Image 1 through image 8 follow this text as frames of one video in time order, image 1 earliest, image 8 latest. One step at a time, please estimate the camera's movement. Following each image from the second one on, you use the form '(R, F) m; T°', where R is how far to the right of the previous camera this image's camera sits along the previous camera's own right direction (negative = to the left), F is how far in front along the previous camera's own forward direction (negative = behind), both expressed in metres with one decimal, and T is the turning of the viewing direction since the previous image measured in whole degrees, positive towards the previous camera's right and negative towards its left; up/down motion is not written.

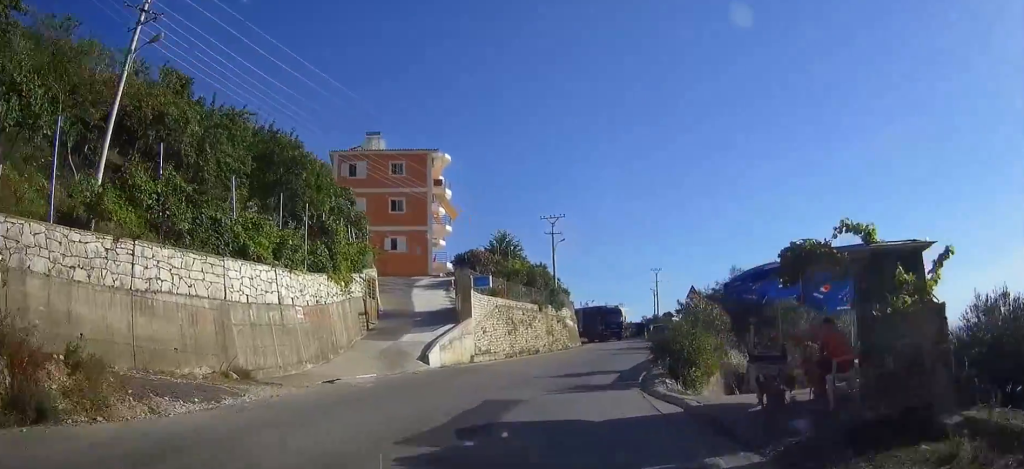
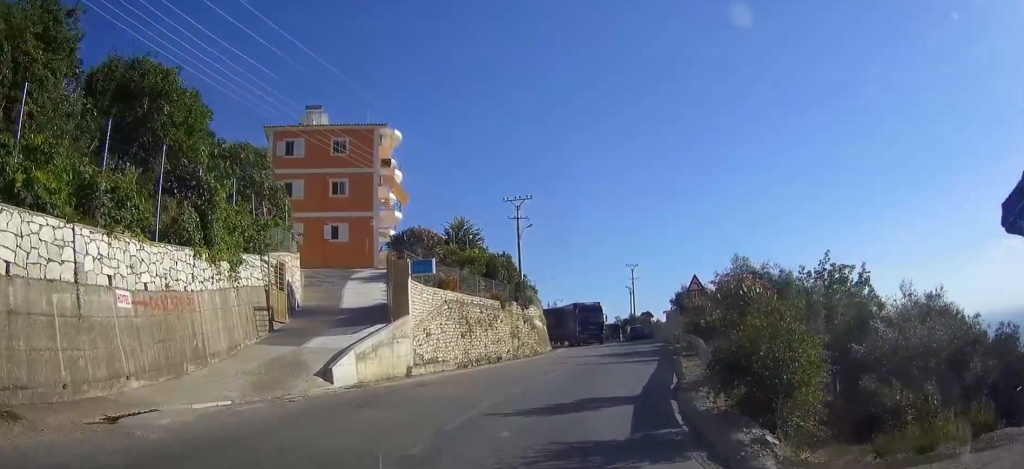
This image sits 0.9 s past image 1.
(+0.3, +7.4) m; +3°
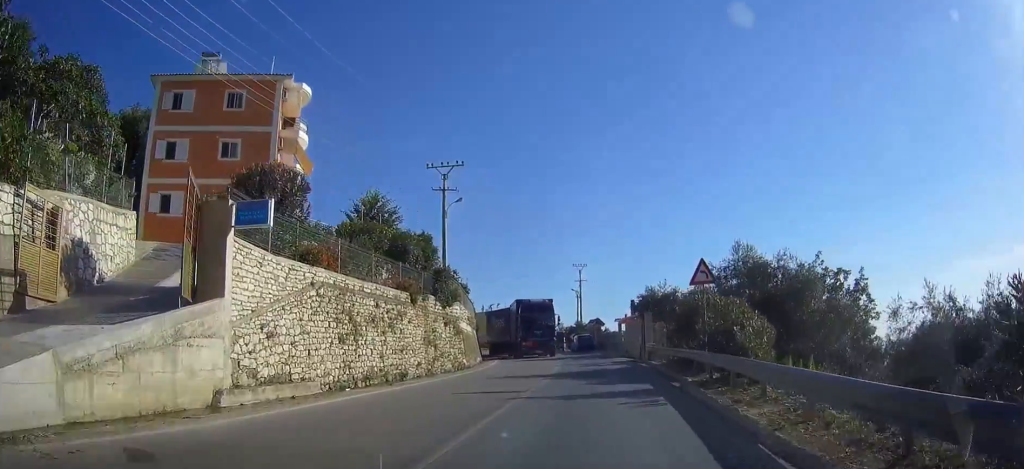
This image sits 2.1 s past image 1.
(+0.3, +10.2) m; +5°
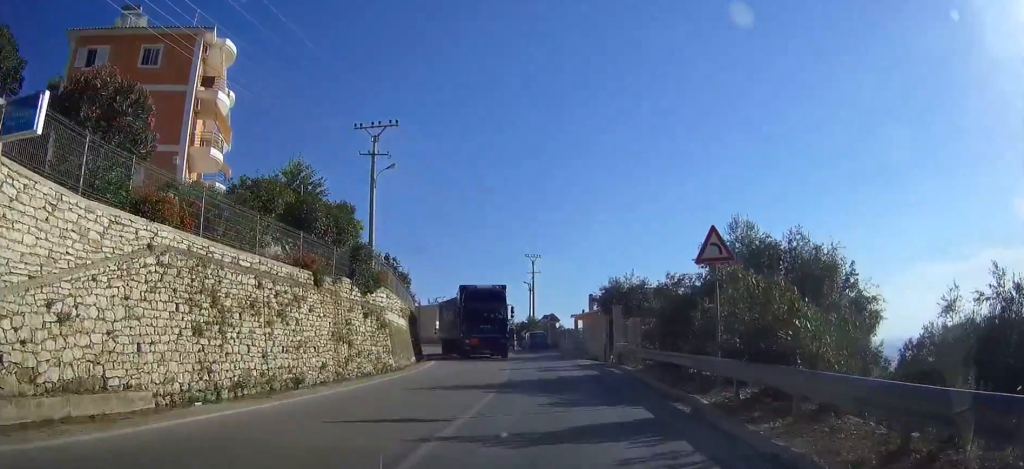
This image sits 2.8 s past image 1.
(+0.2, +5.8) m; +4°
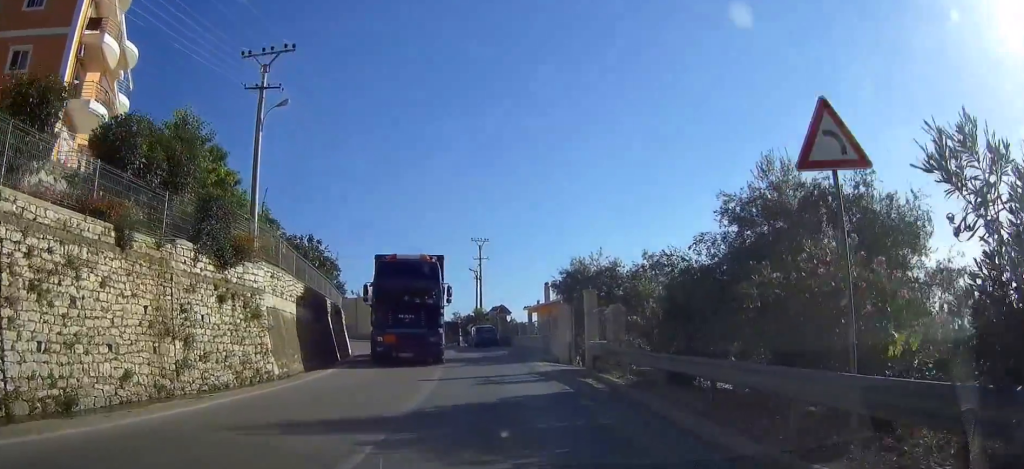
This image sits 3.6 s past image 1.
(+0.3, +7.4) m; +3°
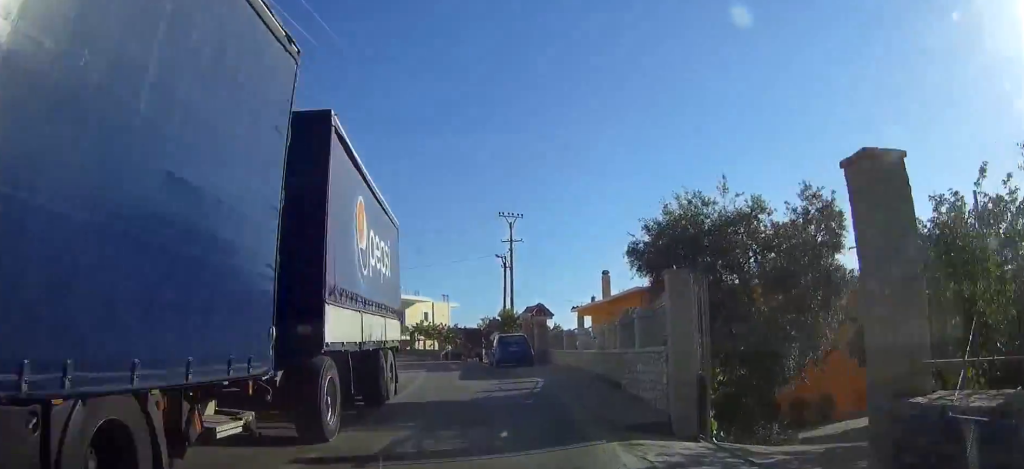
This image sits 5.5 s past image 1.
(+0.1, +15.2) m; -2°
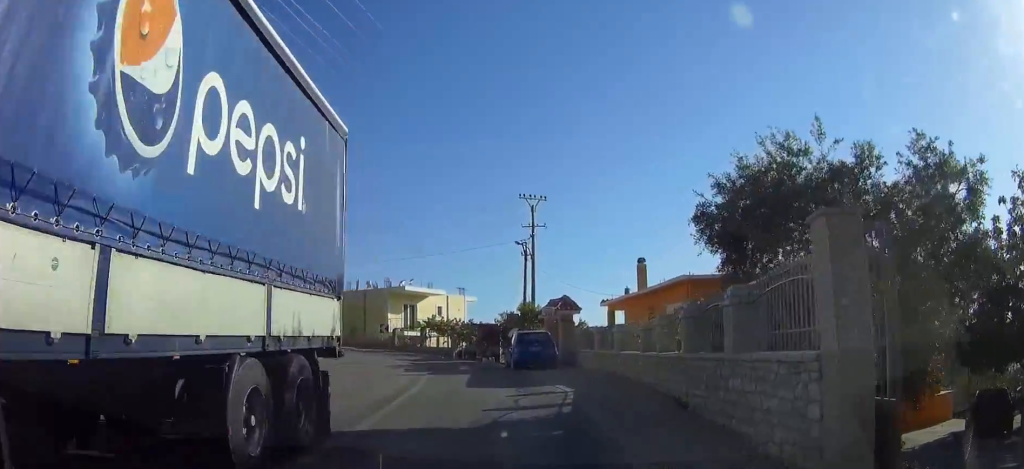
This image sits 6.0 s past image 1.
(0.0, +4.5) m; -2°
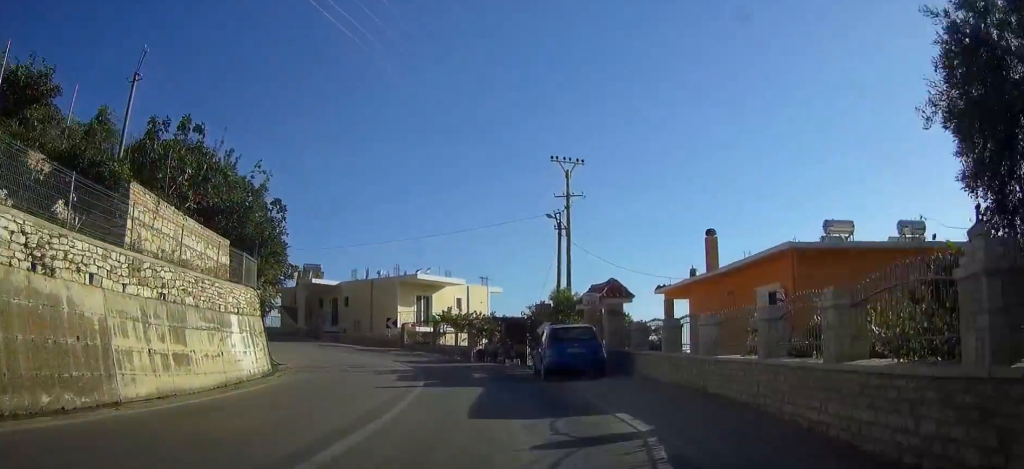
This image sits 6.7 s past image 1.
(-0.3, +7.0) m; -3°
